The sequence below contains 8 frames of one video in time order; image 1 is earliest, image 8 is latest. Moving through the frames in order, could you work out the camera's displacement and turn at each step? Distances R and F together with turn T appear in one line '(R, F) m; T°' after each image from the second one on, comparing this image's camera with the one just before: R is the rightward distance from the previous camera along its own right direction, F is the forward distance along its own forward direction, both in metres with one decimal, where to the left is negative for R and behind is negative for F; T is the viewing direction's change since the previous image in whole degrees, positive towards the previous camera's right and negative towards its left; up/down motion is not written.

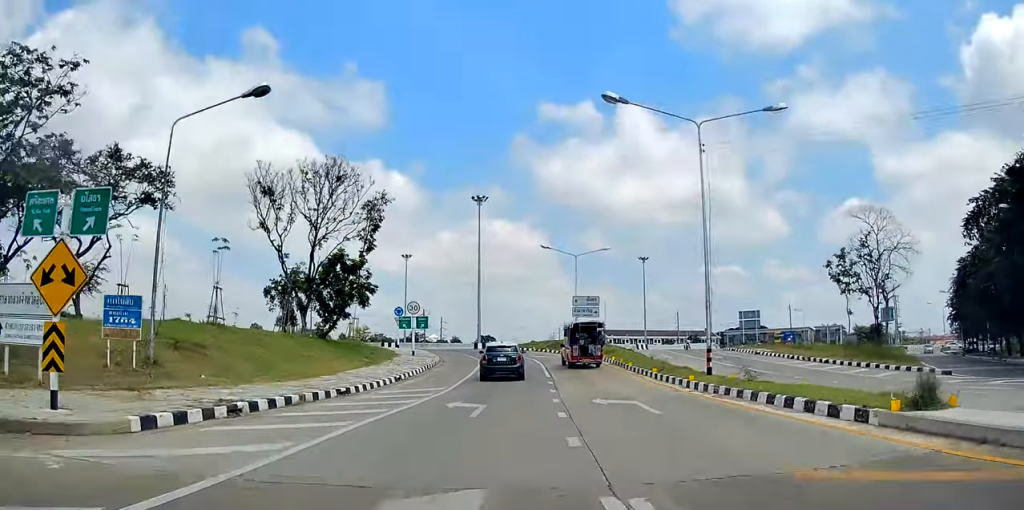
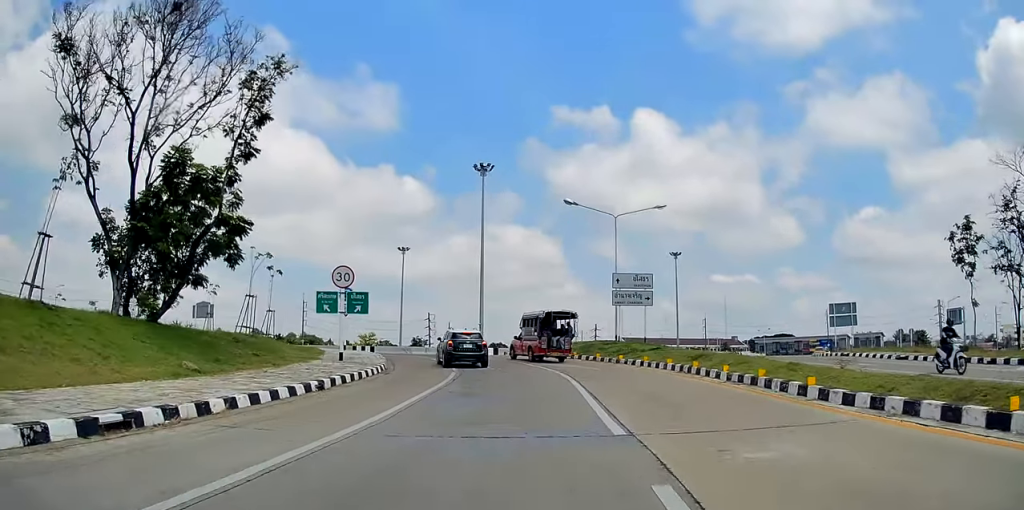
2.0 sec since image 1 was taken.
(0.0, +19.0) m; +2°
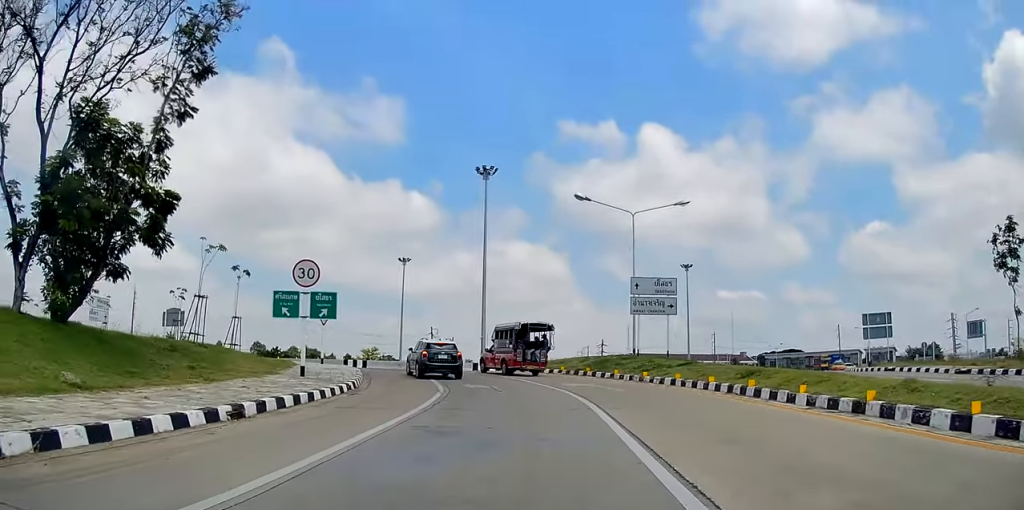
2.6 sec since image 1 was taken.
(+0.2, +4.9) m; 0°
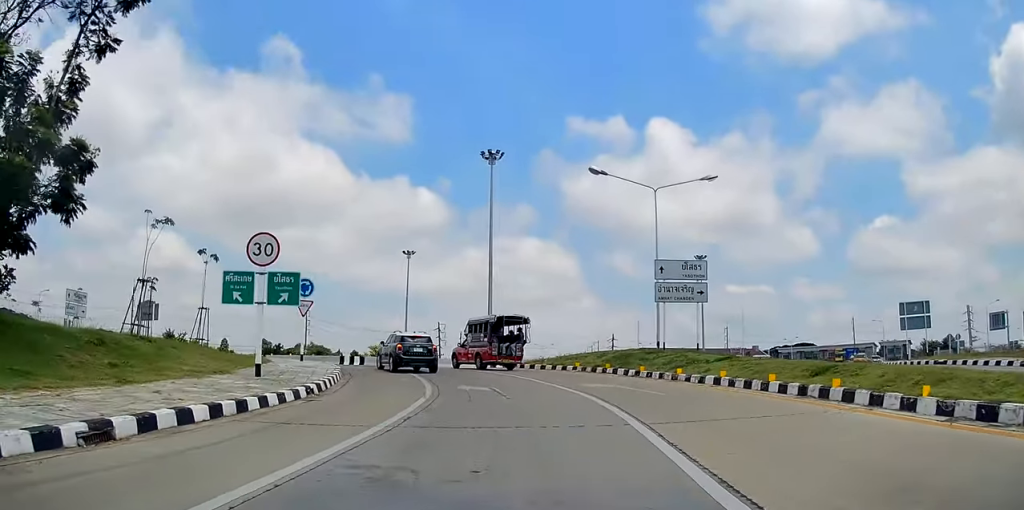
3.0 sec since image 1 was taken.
(+0.3, +4.1) m; -1°
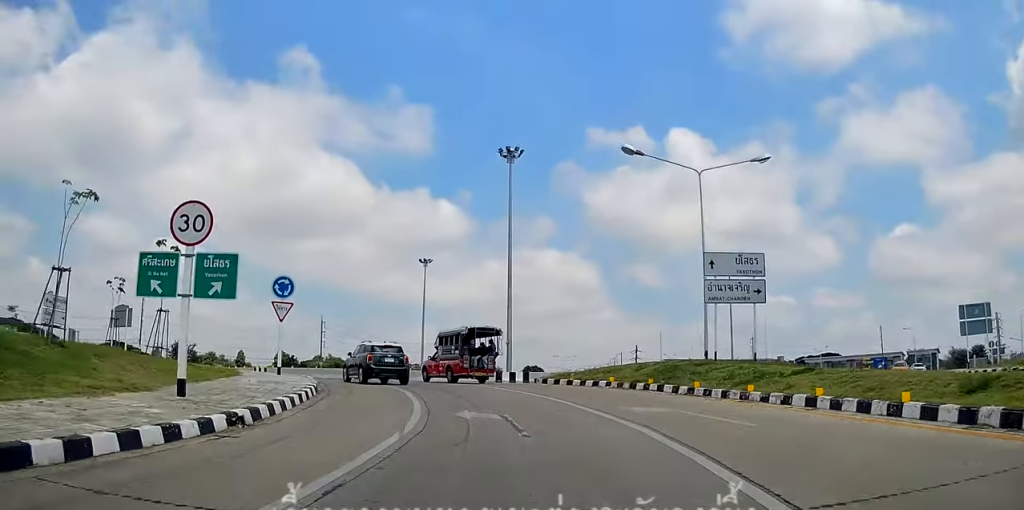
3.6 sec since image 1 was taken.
(-0.3, +4.8) m; -3°
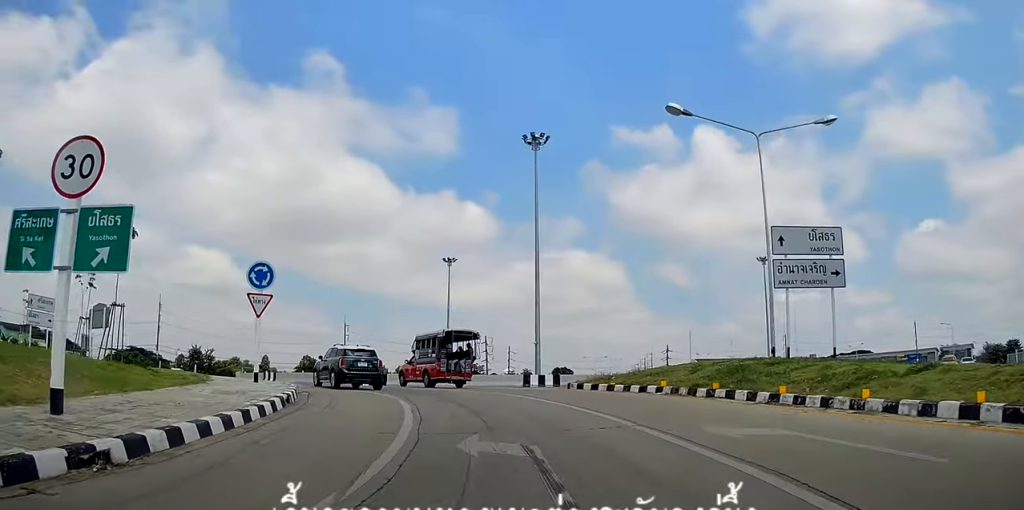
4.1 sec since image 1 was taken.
(-0.2, +4.5) m; -3°
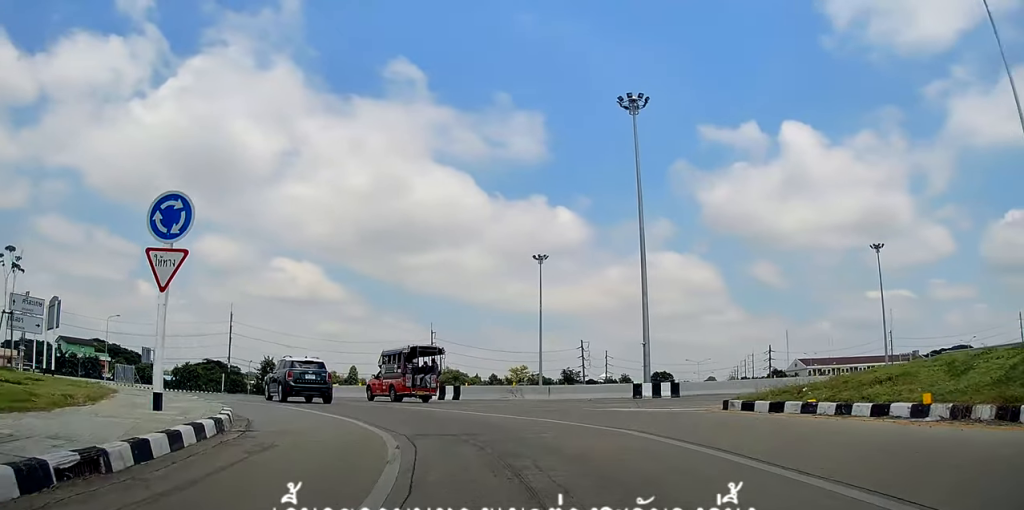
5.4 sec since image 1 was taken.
(-0.6, +9.2) m; -11°
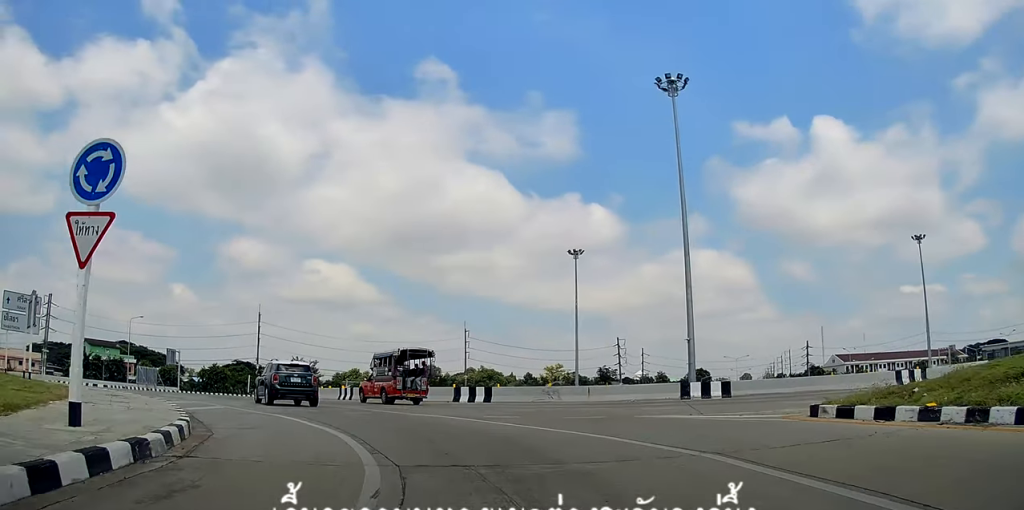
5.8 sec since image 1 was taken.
(-0.4, +2.9) m; -3°
